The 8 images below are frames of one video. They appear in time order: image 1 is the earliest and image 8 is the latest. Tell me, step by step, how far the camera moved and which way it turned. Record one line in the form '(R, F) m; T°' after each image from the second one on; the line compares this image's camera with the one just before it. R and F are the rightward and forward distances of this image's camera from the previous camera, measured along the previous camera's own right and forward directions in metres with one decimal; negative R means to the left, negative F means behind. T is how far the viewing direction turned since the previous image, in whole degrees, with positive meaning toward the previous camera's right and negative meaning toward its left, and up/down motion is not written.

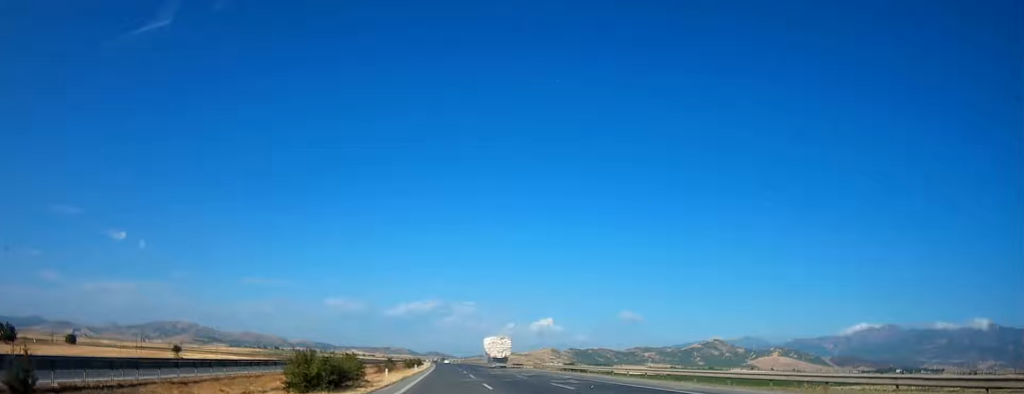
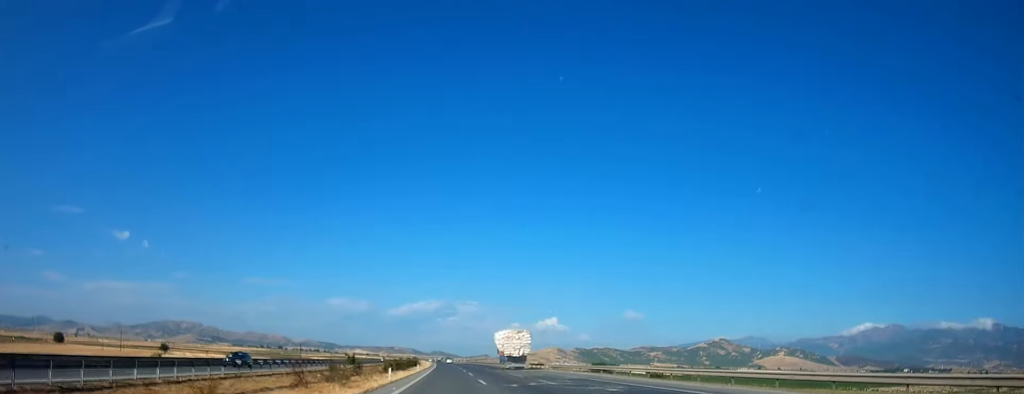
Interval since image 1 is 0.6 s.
(-0.2, +28.3) m; 0°
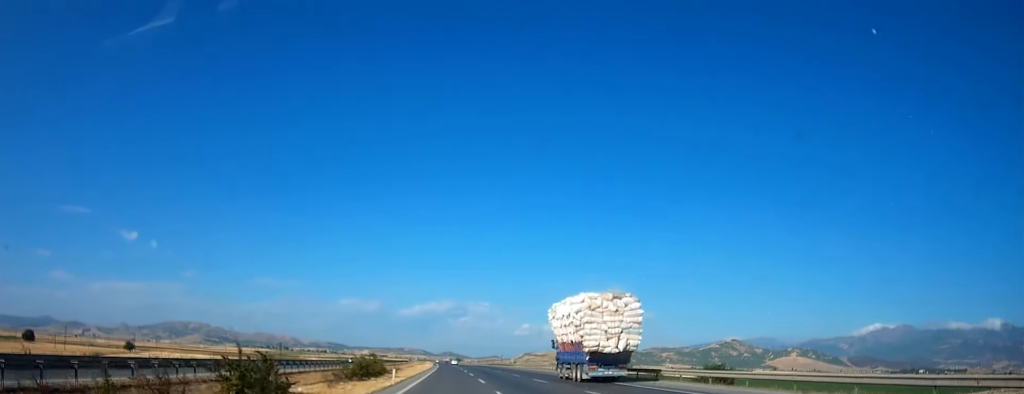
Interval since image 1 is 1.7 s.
(-0.3, +61.0) m; 0°
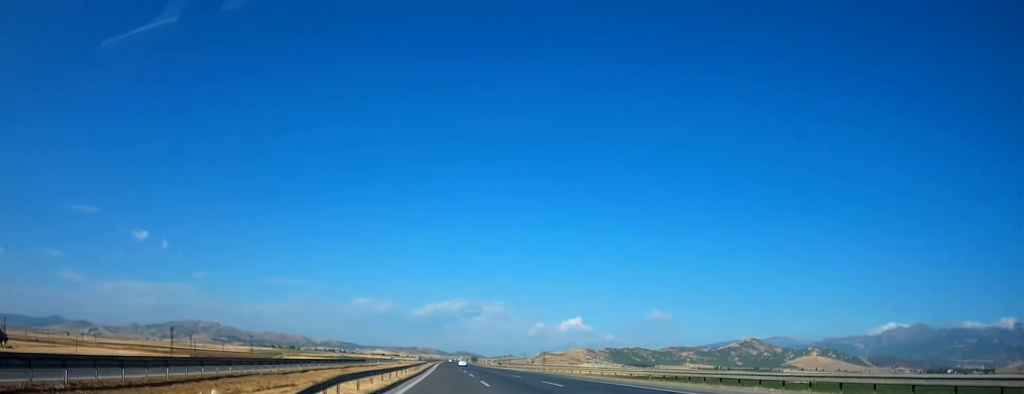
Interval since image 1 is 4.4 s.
(-1.8, +135.2) m; -1°
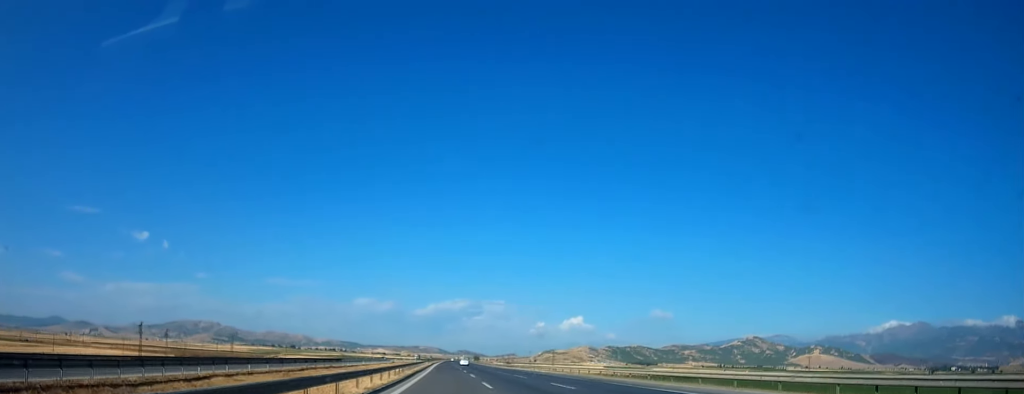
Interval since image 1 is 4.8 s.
(0.0, +20.3) m; 0°
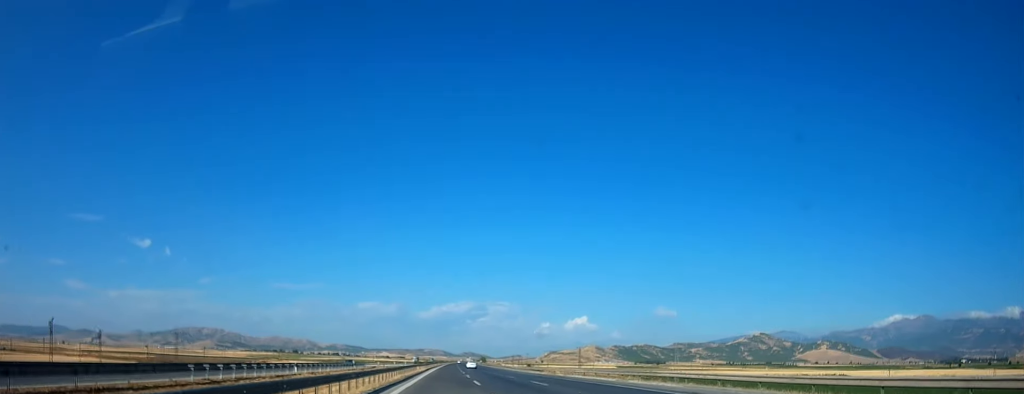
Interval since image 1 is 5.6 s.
(-0.2, +42.9) m; -1°
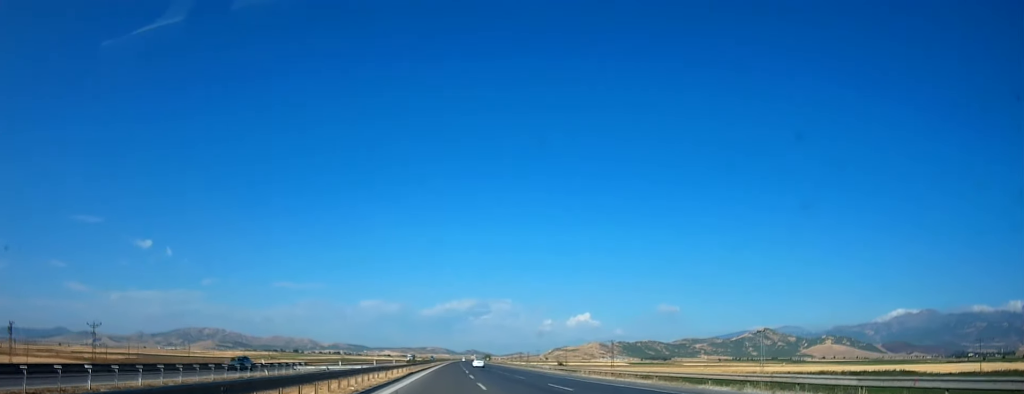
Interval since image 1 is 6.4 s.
(-0.3, +39.4) m; 0°
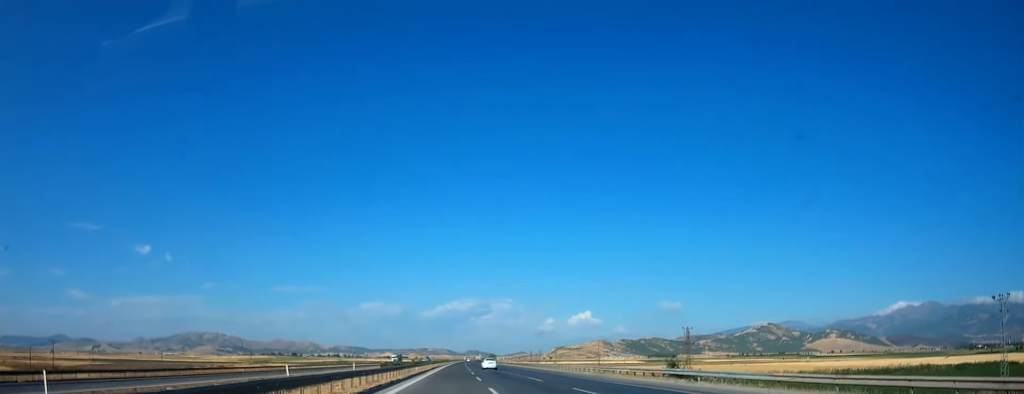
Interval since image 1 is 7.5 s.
(+0.1, +54.2) m; 0°
